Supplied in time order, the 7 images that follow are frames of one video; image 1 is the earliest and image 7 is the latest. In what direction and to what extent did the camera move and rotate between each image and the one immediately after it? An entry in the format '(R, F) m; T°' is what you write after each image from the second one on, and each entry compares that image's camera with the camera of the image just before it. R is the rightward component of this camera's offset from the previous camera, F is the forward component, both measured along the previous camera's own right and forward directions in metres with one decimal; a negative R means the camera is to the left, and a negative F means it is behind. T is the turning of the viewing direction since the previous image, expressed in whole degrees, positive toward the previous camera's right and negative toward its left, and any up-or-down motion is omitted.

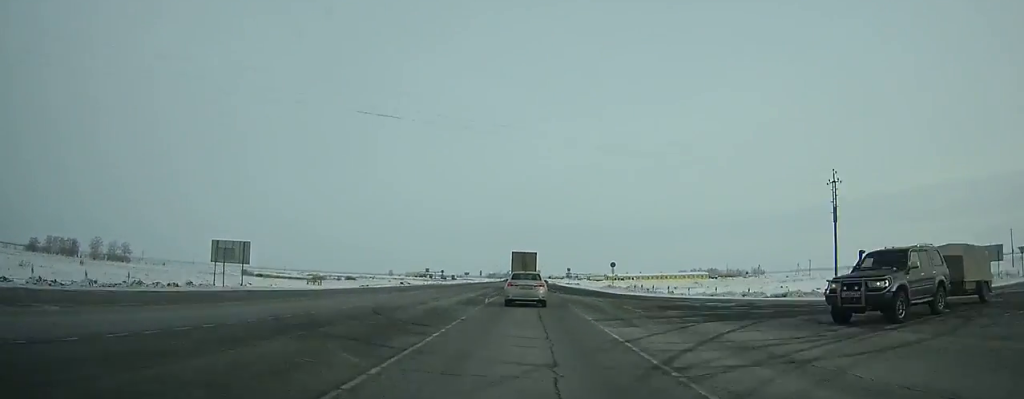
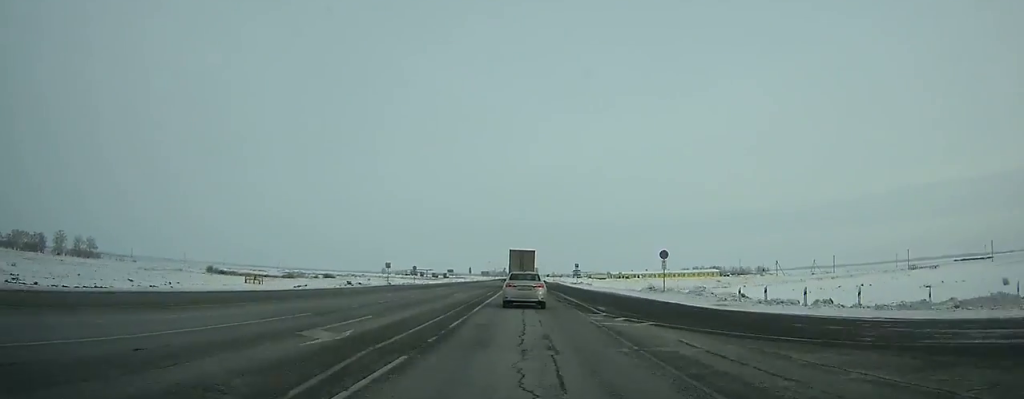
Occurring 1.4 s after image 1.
(-0.1, +27.4) m; 0°
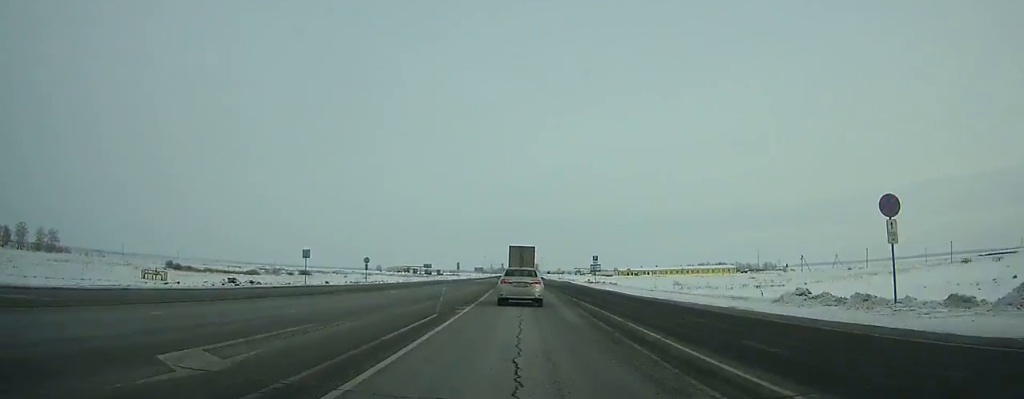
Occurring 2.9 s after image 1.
(0.0, +29.3) m; 0°
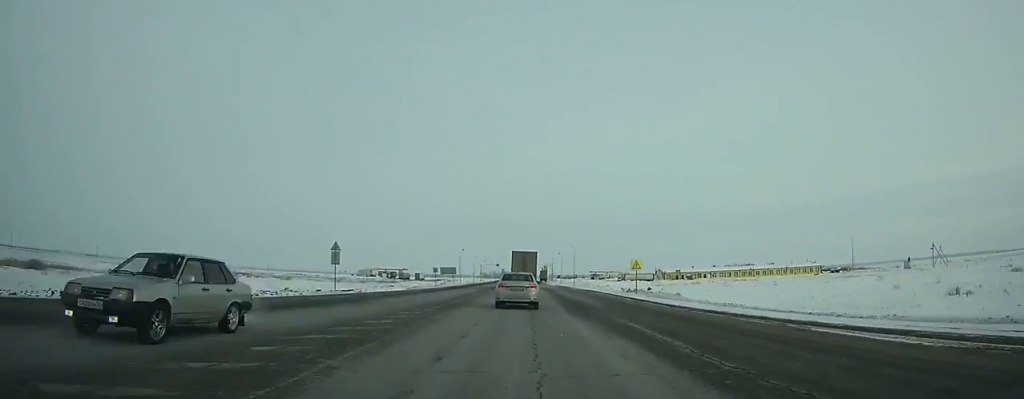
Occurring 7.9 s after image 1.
(+0.1, +97.3) m; 0°
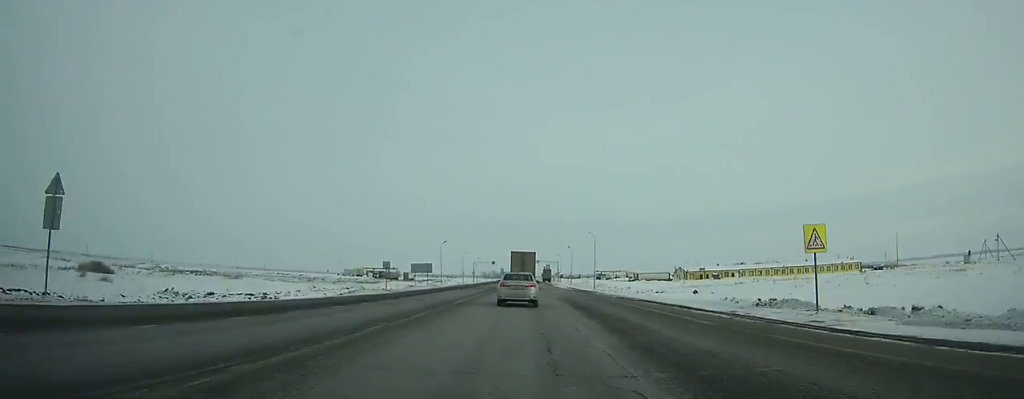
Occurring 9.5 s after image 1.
(0.0, +31.4) m; 0°
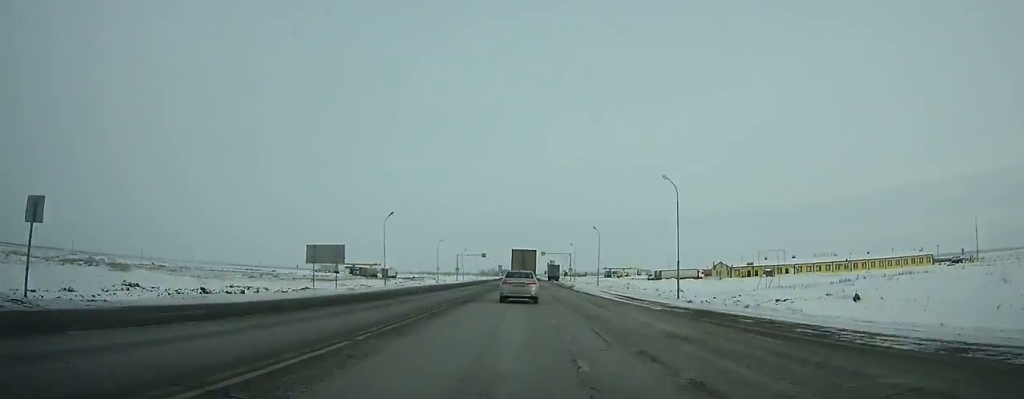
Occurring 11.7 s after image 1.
(0.0, +44.2) m; 0°
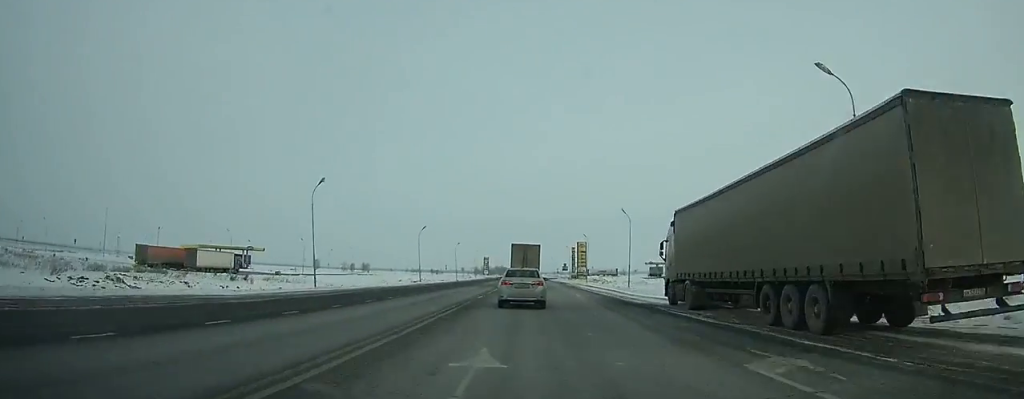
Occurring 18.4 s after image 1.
(+0.4, +137.6) m; 0°
